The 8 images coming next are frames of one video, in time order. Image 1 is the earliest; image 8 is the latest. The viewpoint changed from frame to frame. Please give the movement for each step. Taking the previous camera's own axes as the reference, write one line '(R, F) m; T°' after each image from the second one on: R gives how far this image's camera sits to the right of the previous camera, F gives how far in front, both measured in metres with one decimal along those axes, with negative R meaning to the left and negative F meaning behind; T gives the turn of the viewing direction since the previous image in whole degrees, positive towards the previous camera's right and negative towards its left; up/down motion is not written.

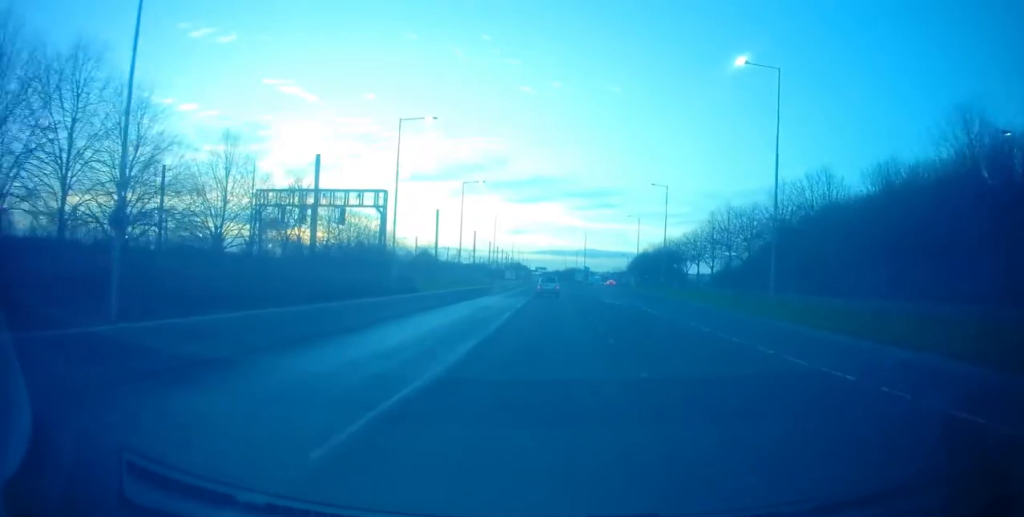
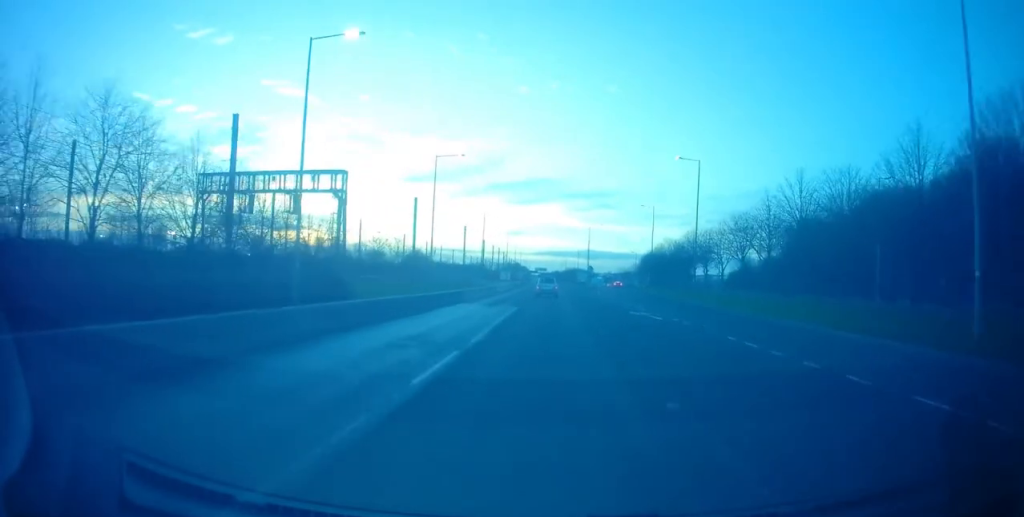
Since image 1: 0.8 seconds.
(-0.1, +14.7) m; 0°
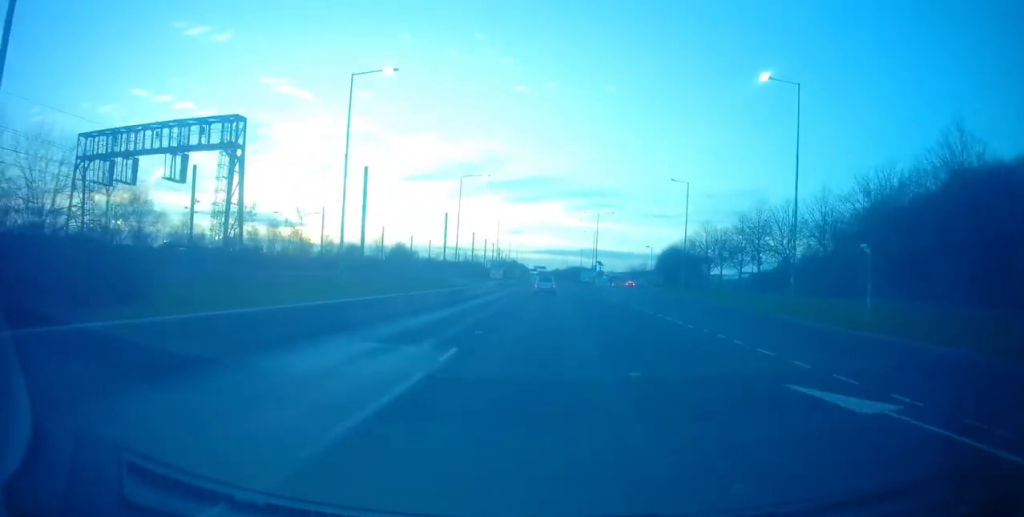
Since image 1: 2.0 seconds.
(+0.2, +21.3) m; 0°
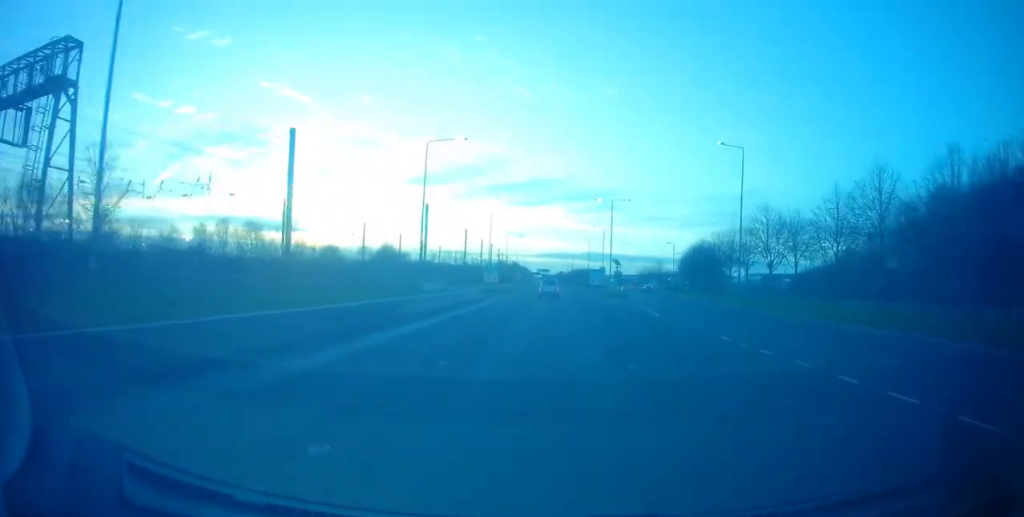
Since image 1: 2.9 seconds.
(-0.2, +17.7) m; +1°
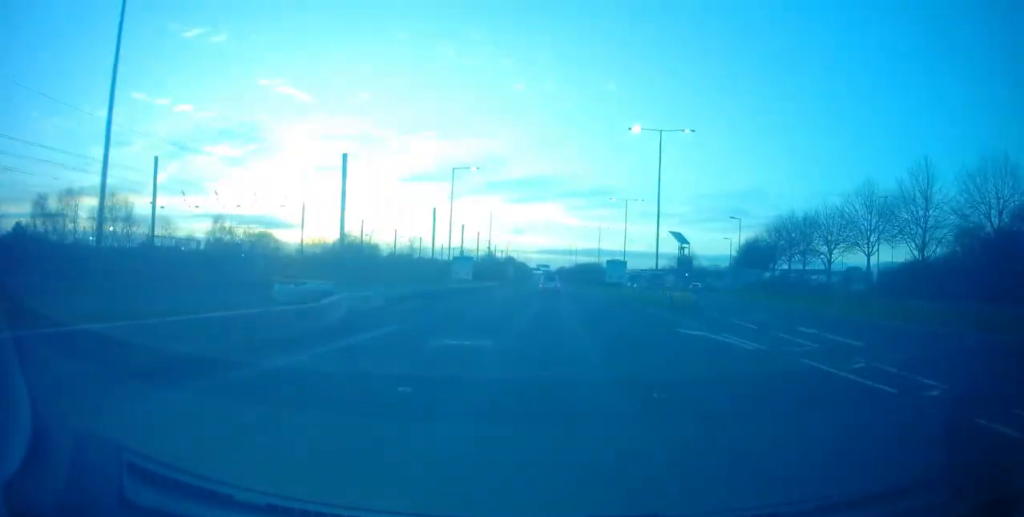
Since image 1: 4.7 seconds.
(+0.5, +33.4) m; -1°
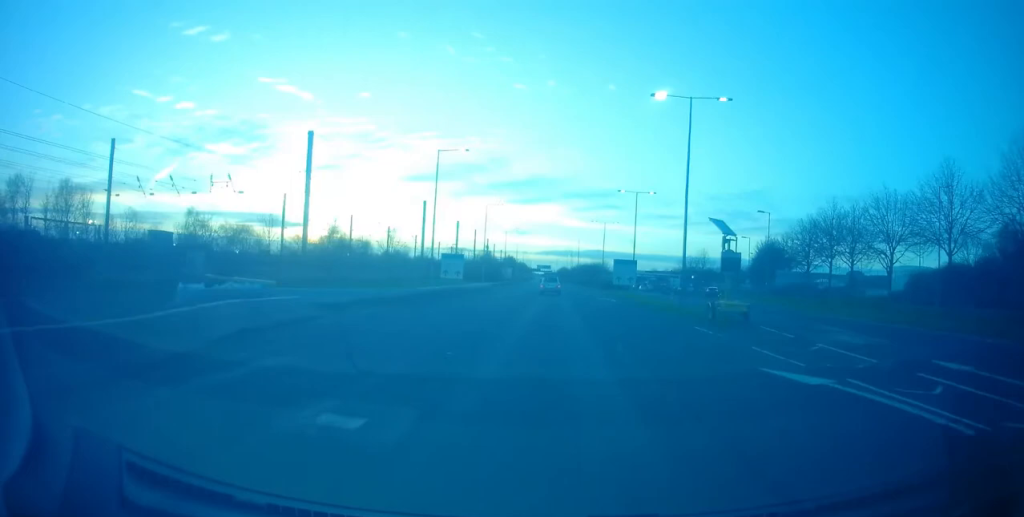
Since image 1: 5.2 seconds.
(-0.2, +8.1) m; -1°
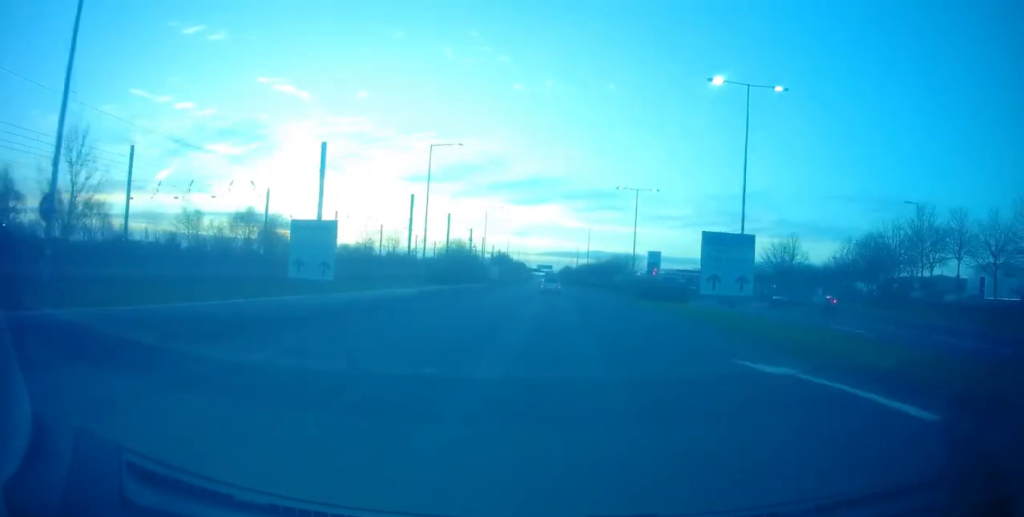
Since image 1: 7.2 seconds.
(+0.2, +38.9) m; +1°
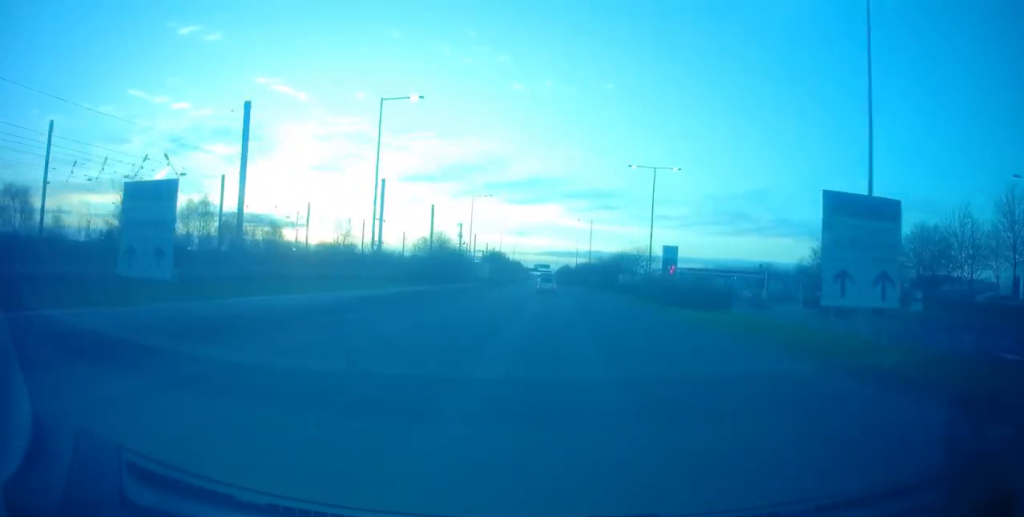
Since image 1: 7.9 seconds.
(0.0, +12.6) m; 0°
